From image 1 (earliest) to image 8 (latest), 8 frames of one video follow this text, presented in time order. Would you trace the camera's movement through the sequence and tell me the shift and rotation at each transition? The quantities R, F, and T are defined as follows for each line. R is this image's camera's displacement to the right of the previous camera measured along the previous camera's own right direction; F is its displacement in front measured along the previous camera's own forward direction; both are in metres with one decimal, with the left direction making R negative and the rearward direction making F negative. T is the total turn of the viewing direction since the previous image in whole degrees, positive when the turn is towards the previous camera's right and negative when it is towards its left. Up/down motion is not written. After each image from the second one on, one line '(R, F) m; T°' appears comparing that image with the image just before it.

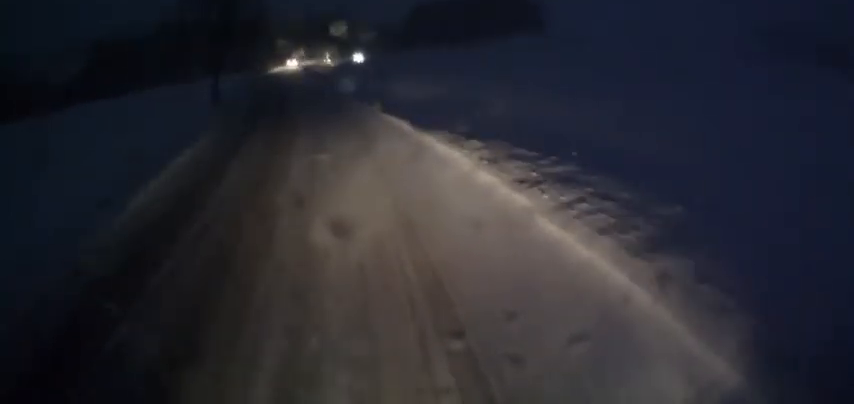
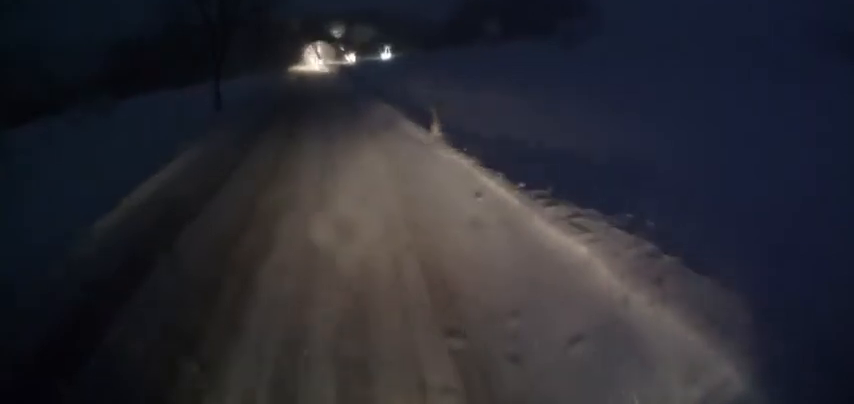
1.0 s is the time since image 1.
(-0.6, +9.2) m; -4°
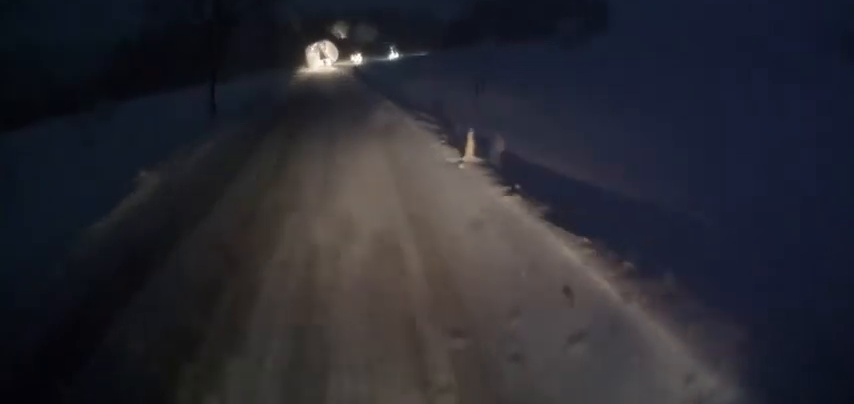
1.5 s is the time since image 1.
(0.0, +3.9) m; -1°
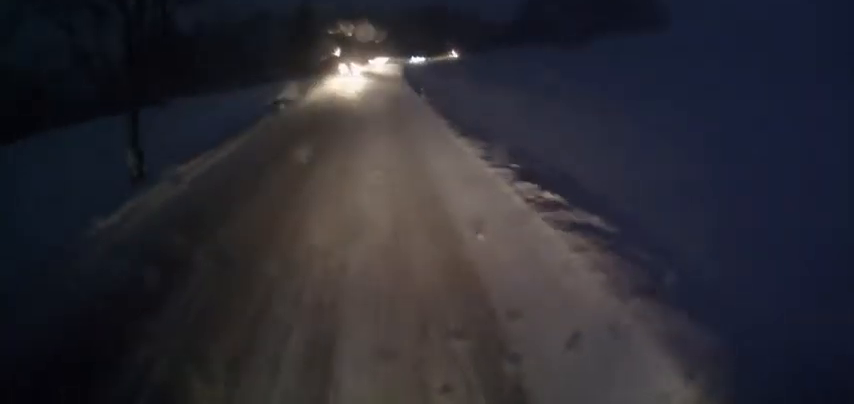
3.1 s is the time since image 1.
(-0.7, +13.9) m; -6°
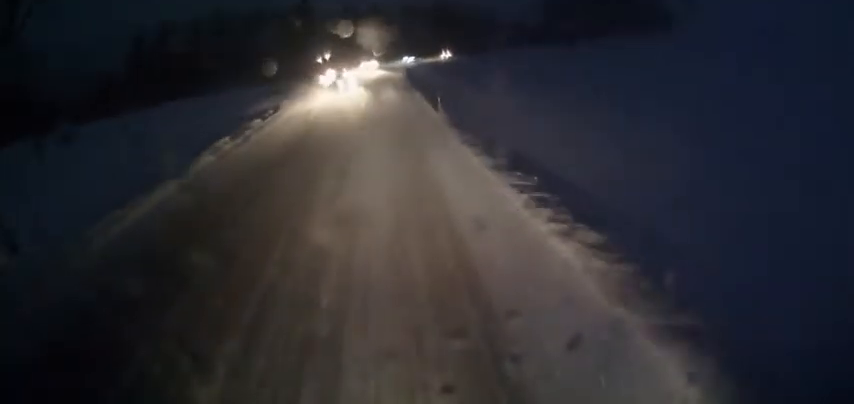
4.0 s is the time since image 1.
(-0.1, +7.3) m; 0°
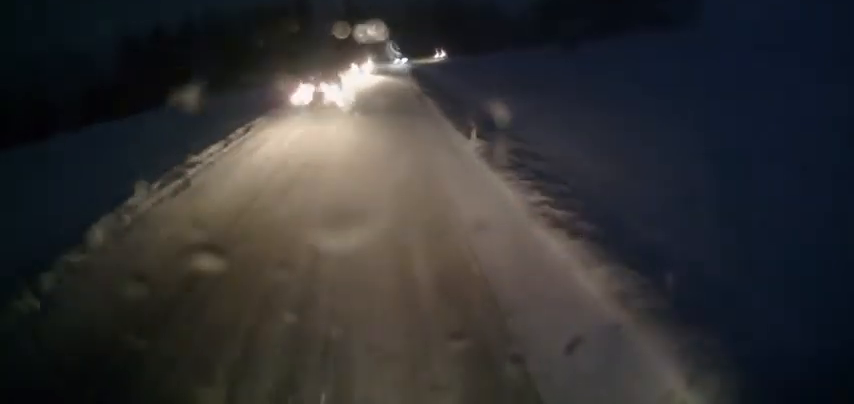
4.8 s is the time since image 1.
(0.0, +6.5) m; 0°
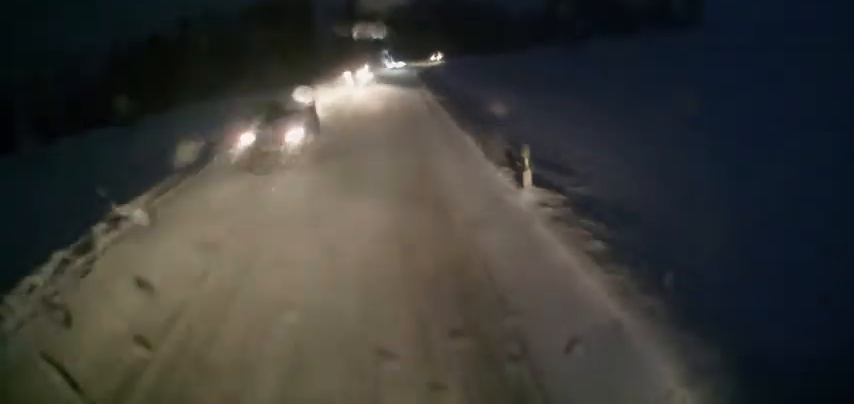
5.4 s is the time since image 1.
(0.0, +4.8) m; 0°
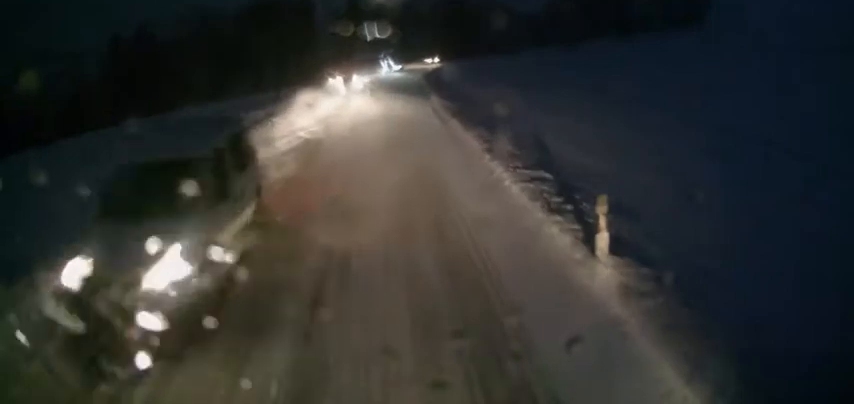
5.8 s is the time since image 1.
(0.0, +3.2) m; 0°
